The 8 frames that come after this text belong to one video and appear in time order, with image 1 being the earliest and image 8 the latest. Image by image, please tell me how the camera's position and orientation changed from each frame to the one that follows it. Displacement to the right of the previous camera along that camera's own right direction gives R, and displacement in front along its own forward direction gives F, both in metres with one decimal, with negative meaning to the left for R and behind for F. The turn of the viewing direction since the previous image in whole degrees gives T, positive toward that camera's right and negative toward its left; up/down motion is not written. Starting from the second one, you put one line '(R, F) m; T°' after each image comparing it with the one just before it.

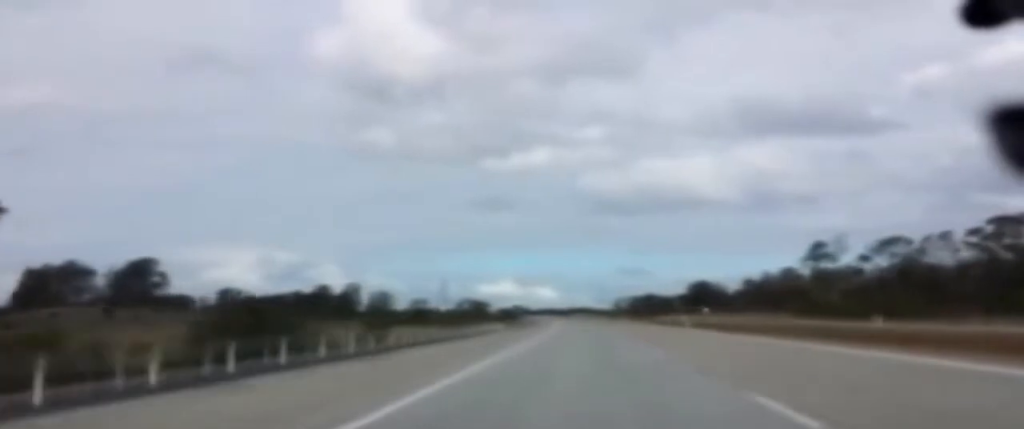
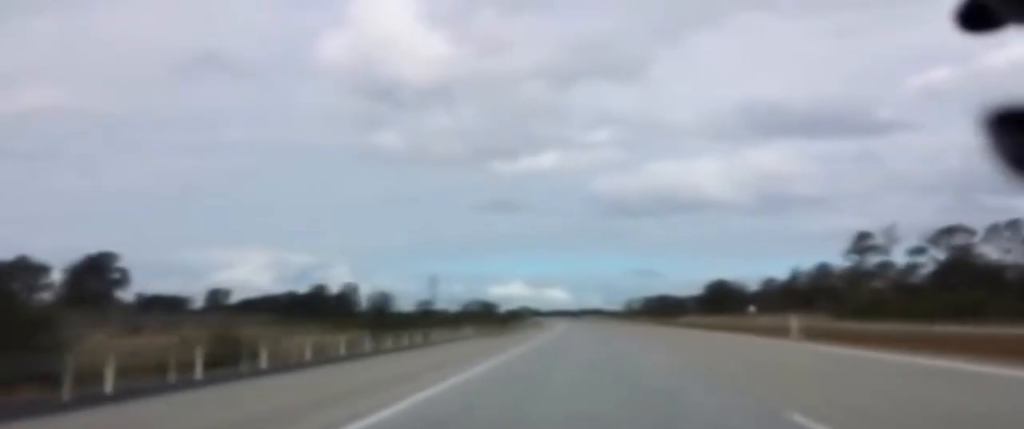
(0.0, +27.3) m; 0°
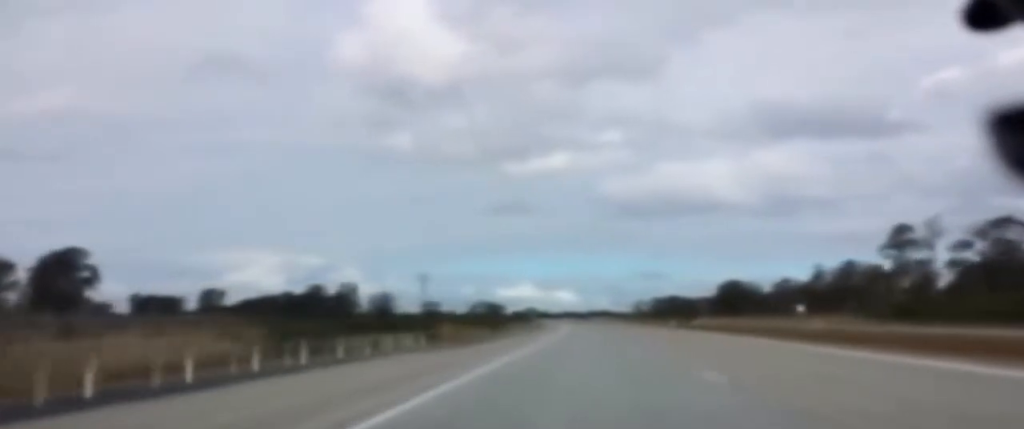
(0.0, +18.2) m; 0°
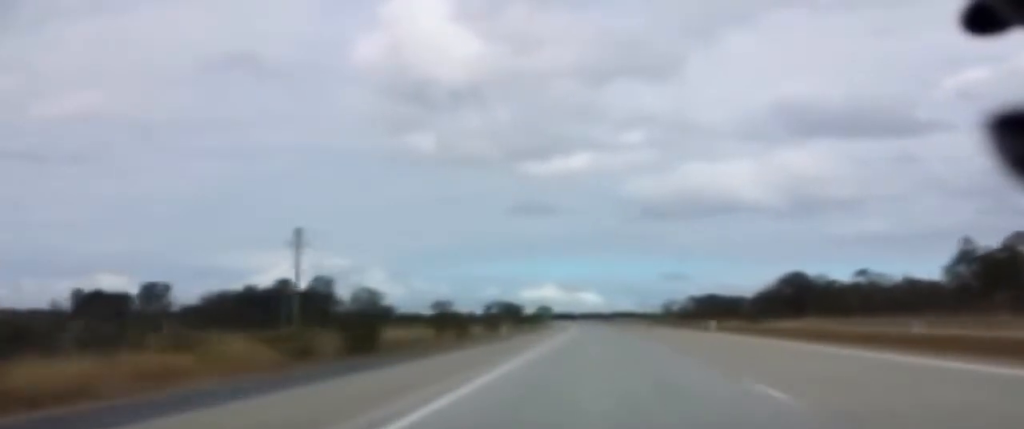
(-0.8, +79.2) m; -1°
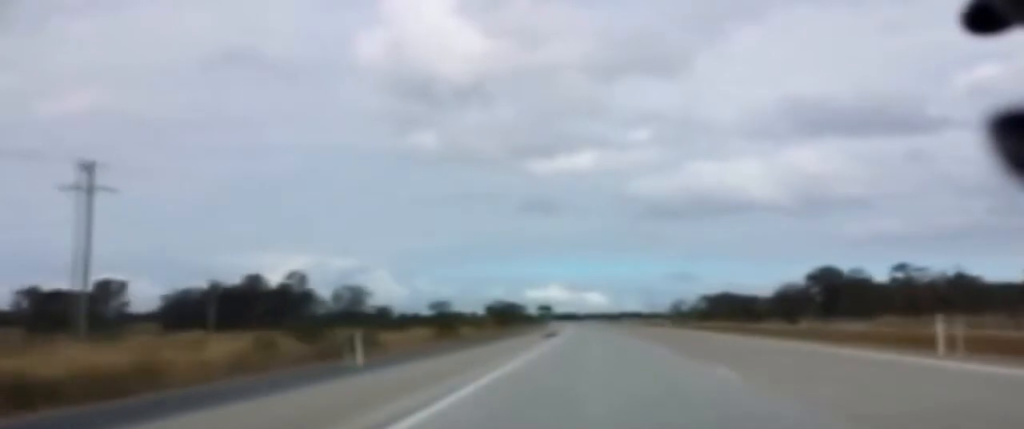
(-0.2, +34.8) m; -1°
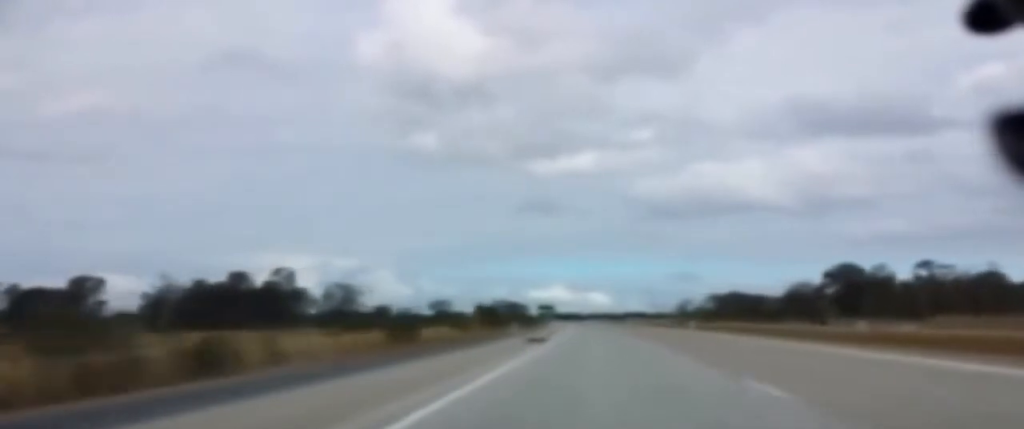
(-0.1, +16.4) m; 0°
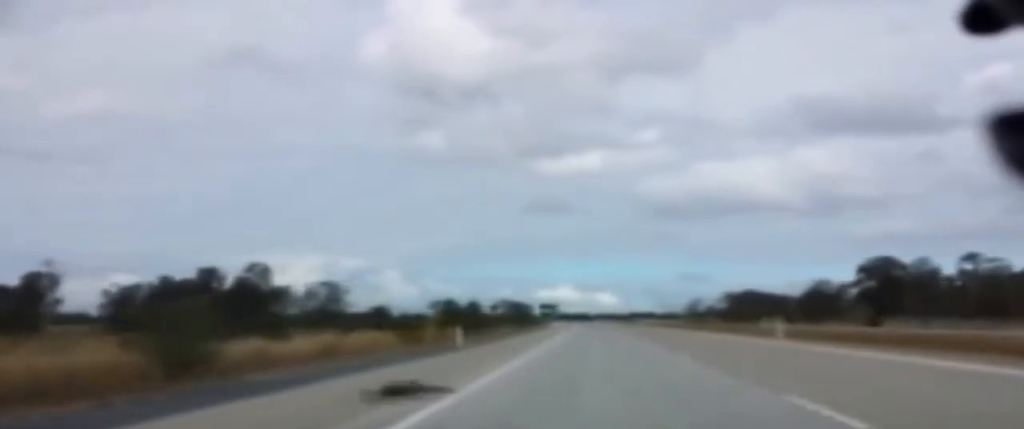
(-0.1, +28.4) m; 0°
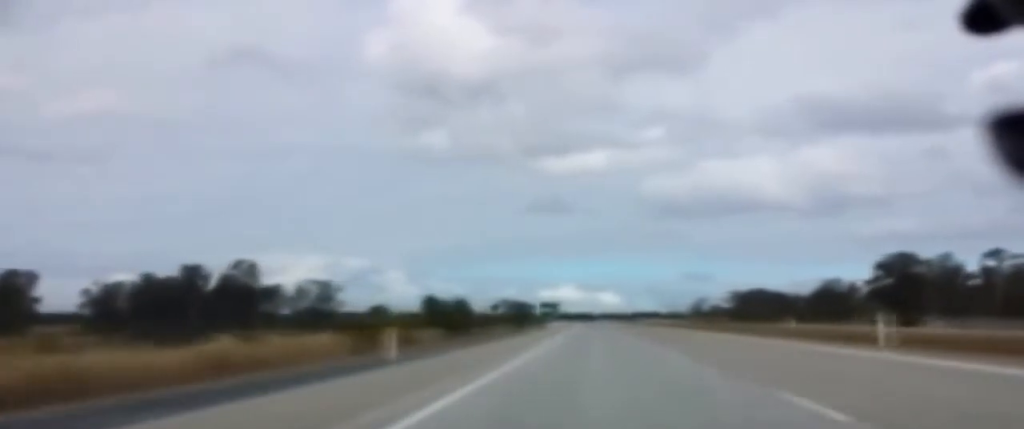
(0.0, +12.0) m; 0°
